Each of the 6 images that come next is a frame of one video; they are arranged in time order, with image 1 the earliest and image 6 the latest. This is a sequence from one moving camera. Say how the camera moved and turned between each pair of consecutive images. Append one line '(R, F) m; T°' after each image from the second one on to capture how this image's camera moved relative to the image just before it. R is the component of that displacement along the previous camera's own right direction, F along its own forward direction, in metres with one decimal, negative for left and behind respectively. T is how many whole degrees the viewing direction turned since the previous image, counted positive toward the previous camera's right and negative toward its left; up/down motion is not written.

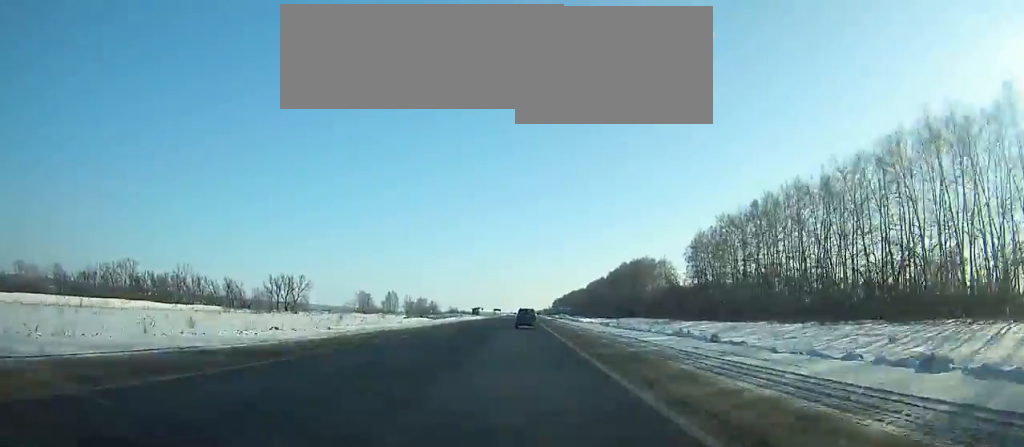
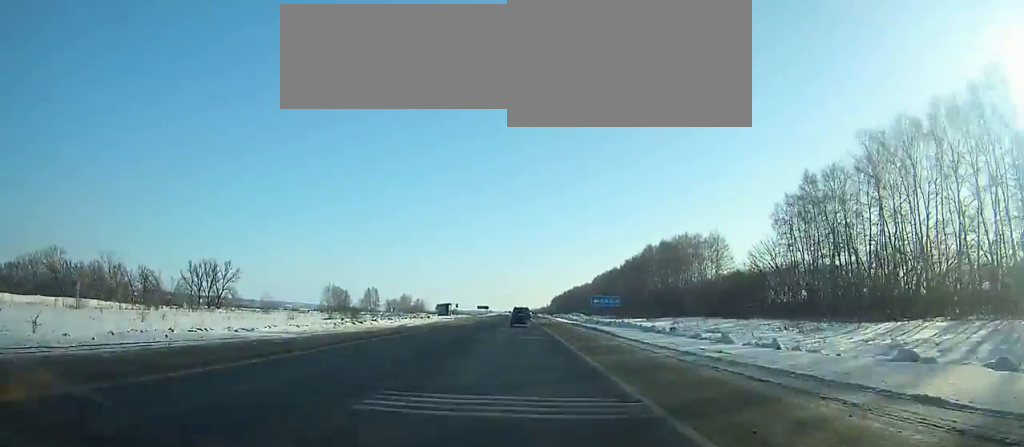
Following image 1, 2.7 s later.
(+0.1, +65.4) m; 0°
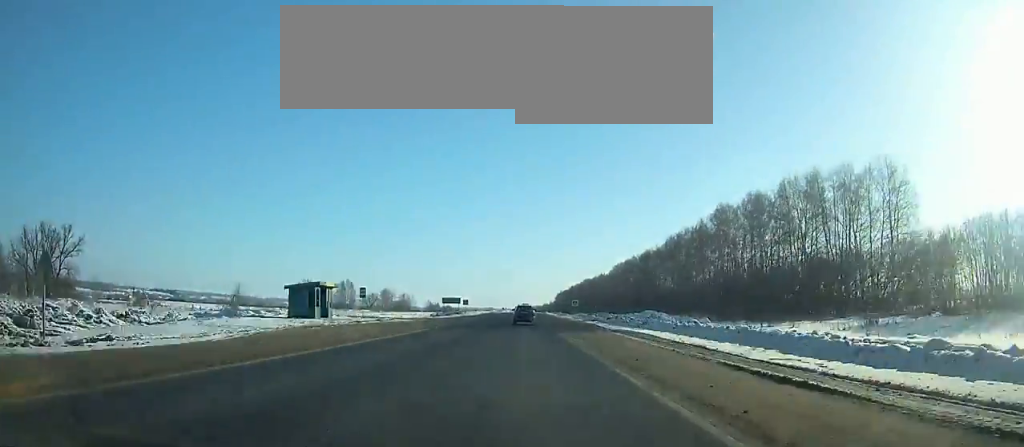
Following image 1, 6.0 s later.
(0.0, +79.6) m; 0°
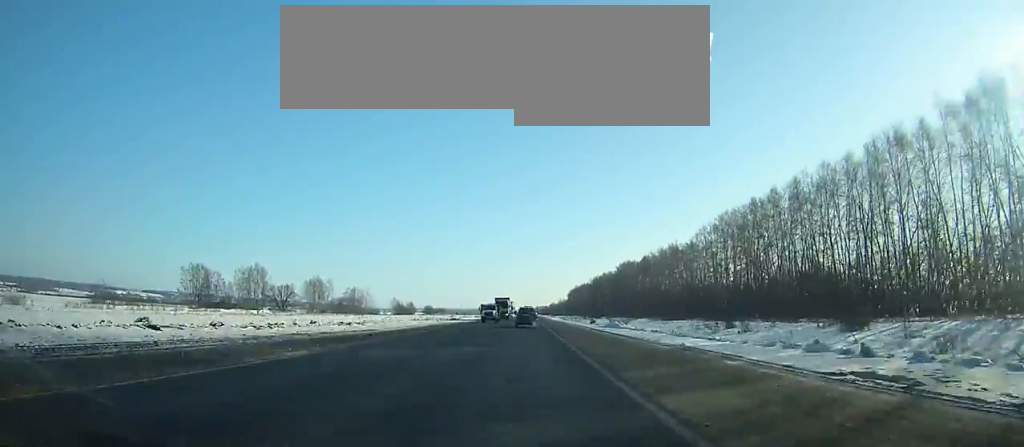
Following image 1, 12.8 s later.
(+0.1, +163.6) m; 0°
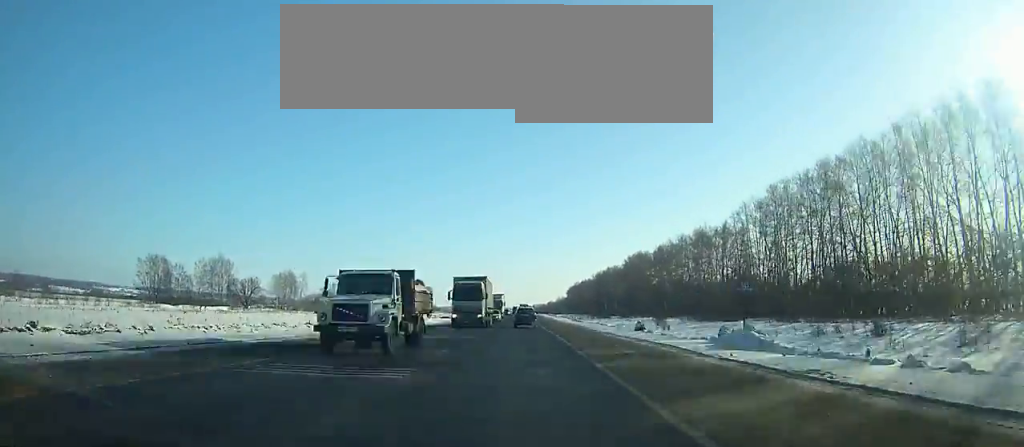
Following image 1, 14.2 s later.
(0.0, +33.9) m; 0°
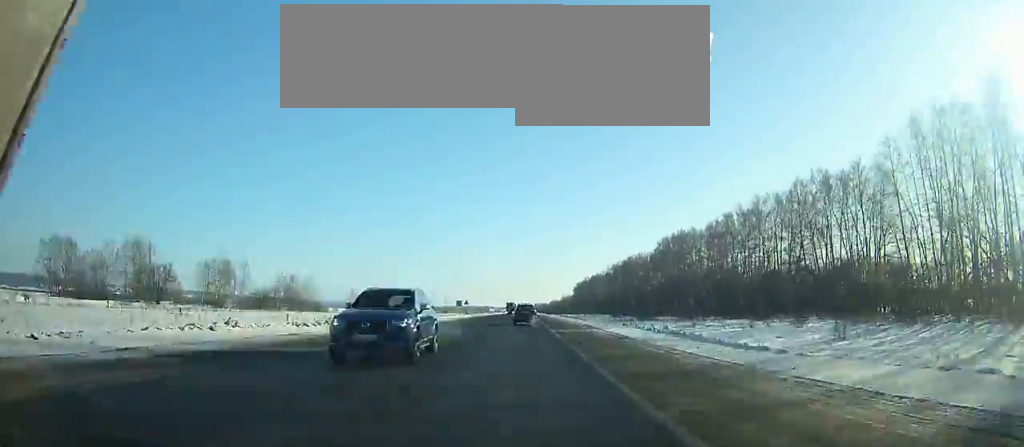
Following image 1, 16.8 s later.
(-0.1, +63.1) m; 0°
